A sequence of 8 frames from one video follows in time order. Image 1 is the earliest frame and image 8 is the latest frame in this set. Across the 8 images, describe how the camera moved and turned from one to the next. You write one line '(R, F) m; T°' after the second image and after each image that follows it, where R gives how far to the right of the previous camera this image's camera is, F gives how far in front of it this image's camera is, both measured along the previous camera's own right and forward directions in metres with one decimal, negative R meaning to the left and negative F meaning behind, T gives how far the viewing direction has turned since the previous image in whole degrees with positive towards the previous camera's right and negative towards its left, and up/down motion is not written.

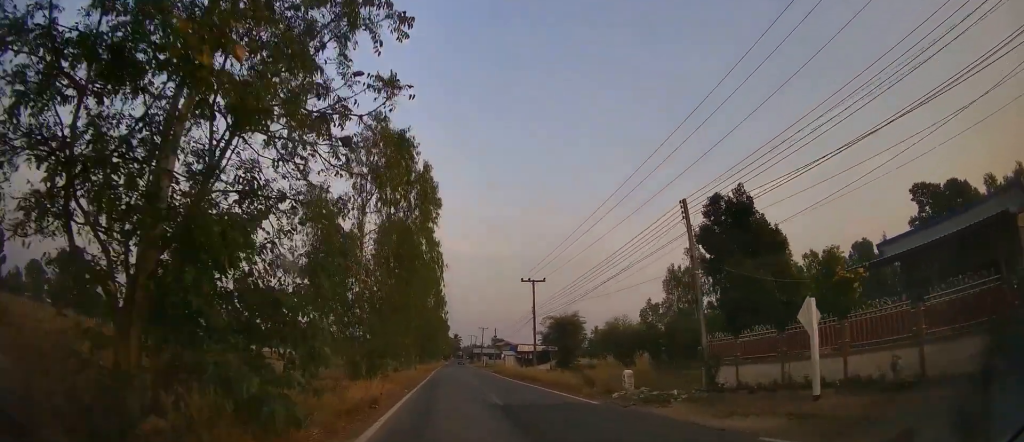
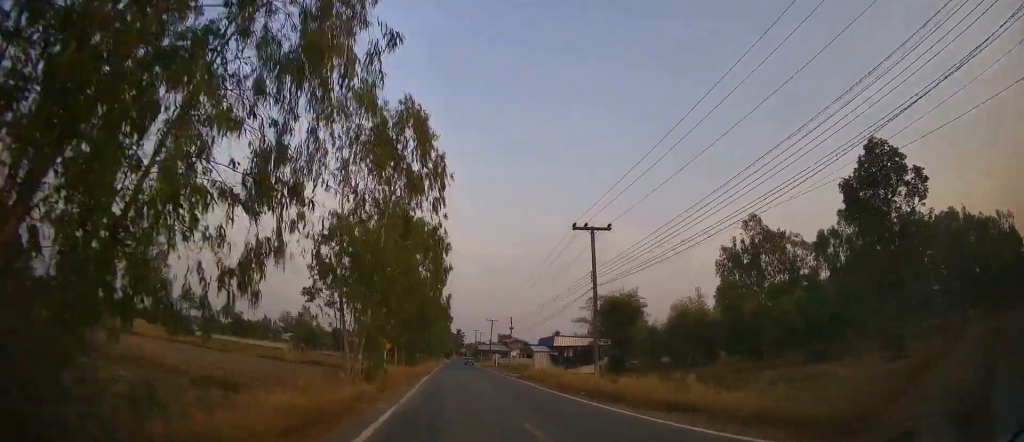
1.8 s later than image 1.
(0.0, +19.6) m; -1°
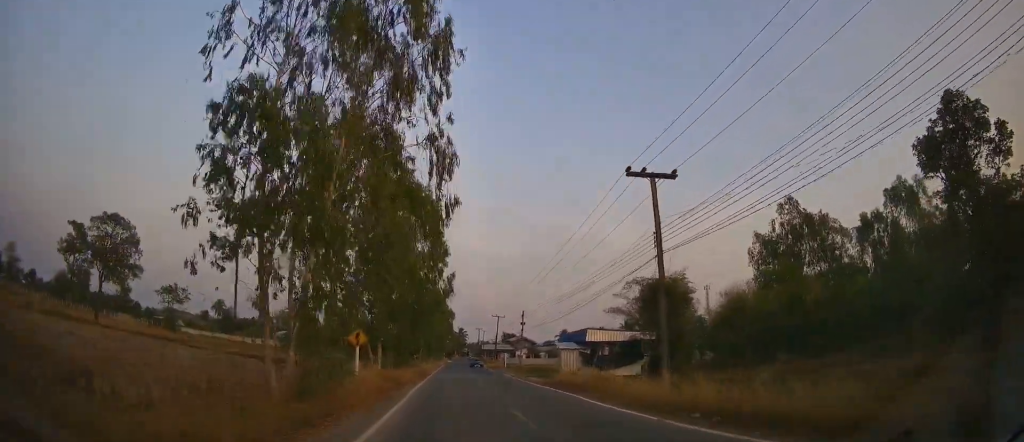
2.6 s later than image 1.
(0.0, +9.1) m; 0°
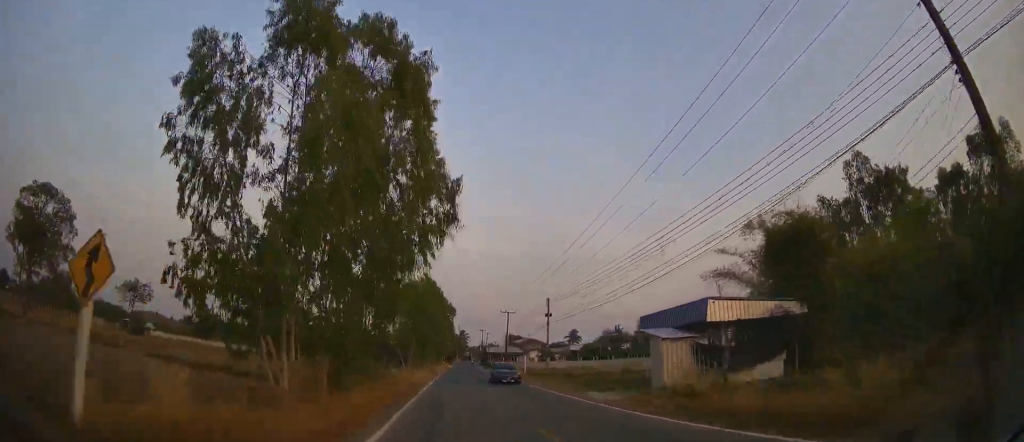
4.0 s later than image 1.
(+0.1, +15.2) m; +1°
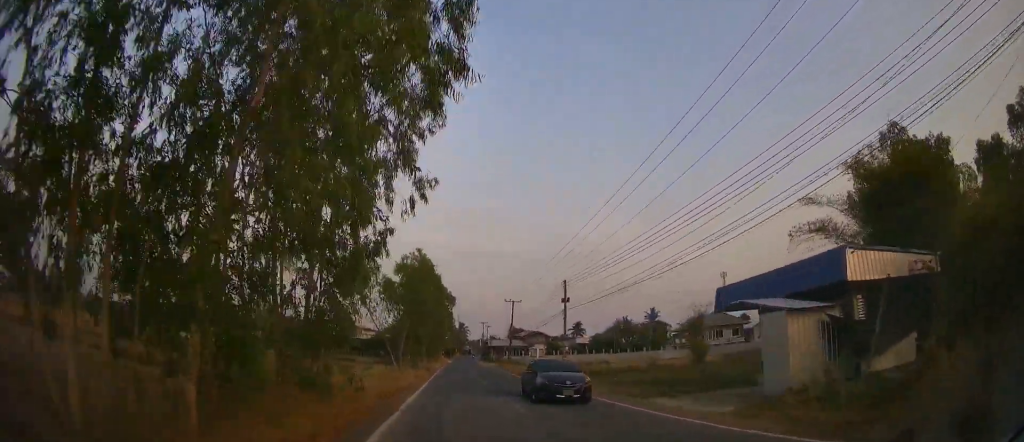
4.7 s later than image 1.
(0.0, +6.9) m; 0°
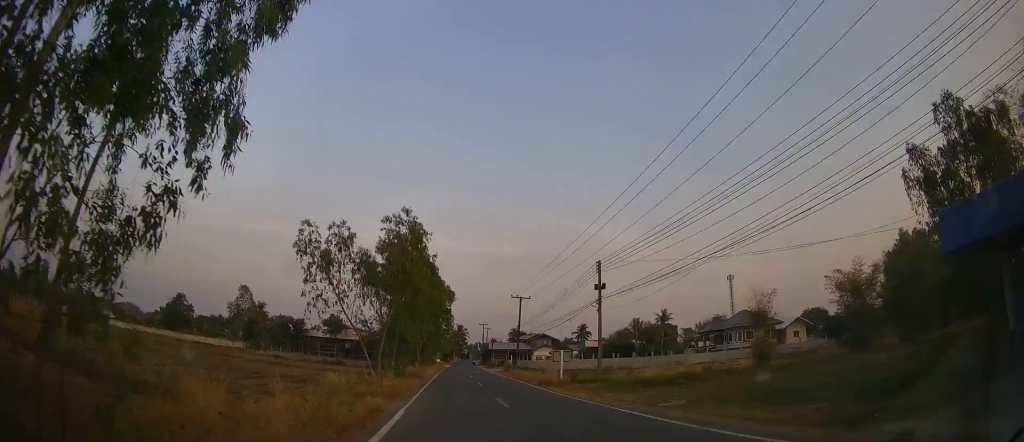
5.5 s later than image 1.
(0.0, +9.4) m; 0°
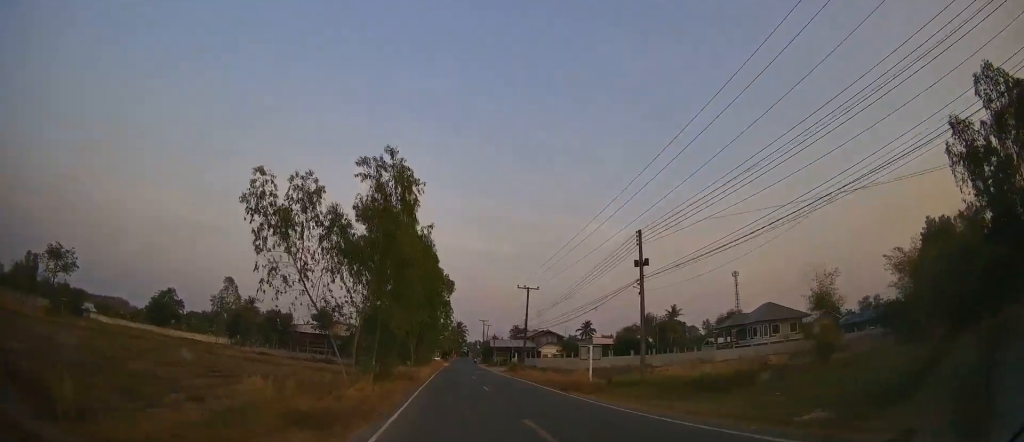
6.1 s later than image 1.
(-0.1, +6.2) m; 0°
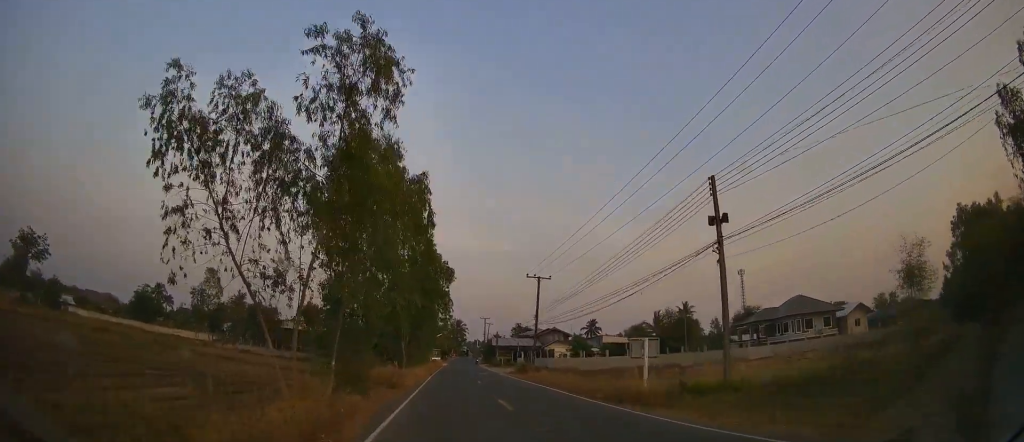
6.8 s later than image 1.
(0.0, +7.3) m; 0°
